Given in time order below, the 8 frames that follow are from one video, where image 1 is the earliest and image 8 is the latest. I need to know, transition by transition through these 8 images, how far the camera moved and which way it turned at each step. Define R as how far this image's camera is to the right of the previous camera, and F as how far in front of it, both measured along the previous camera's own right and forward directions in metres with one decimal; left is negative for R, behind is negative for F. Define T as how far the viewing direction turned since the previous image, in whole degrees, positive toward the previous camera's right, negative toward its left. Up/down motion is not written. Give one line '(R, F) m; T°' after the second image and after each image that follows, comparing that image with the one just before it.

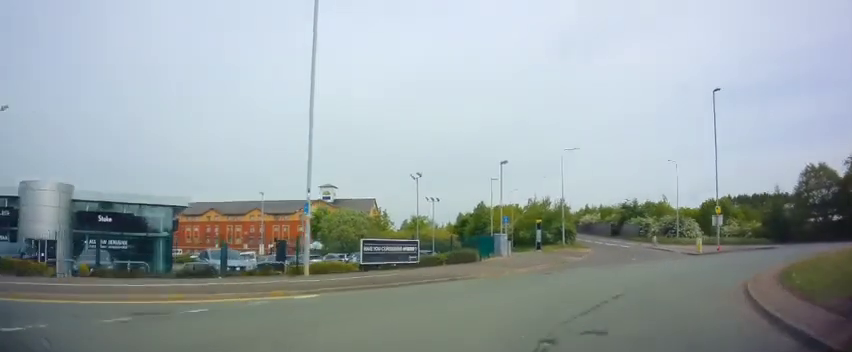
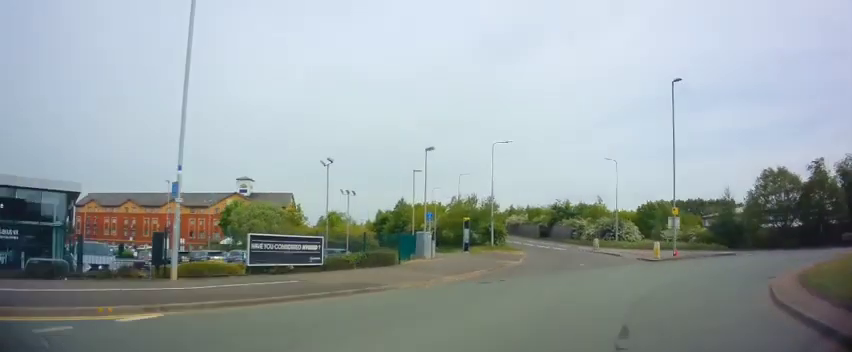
(+0.4, +4.1) m; +9°
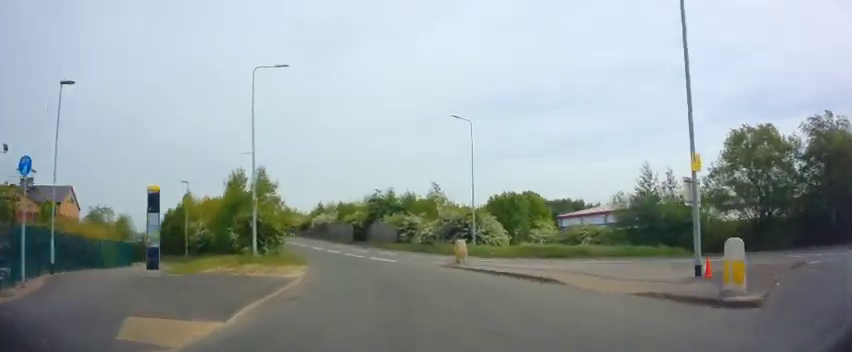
(+6.0, +18.8) m; +23°
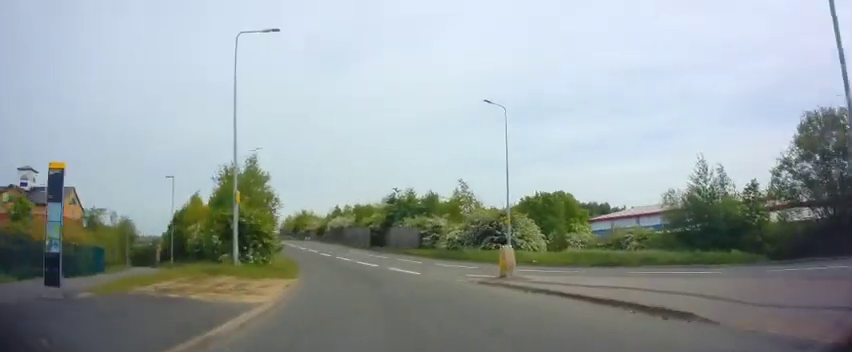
(-0.1, +5.1) m; -1°
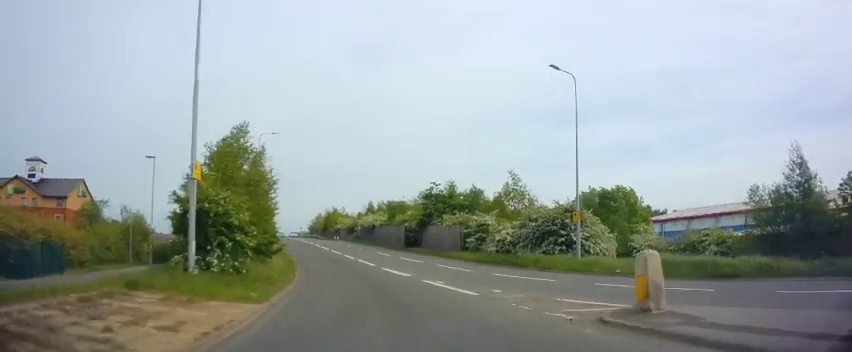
(-0.2, +6.5) m; -3°
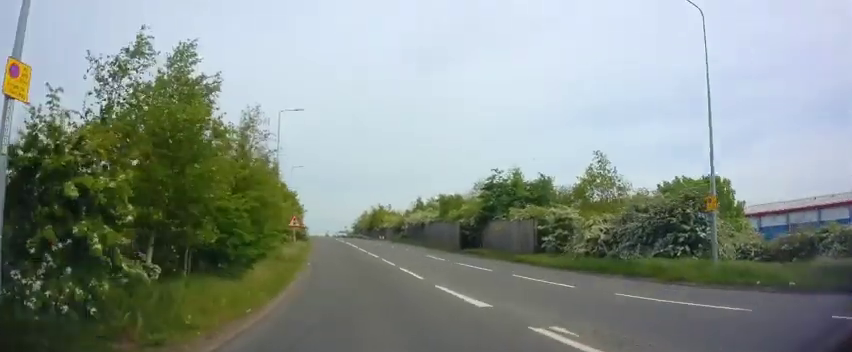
(-0.1, +8.0) m; -5°
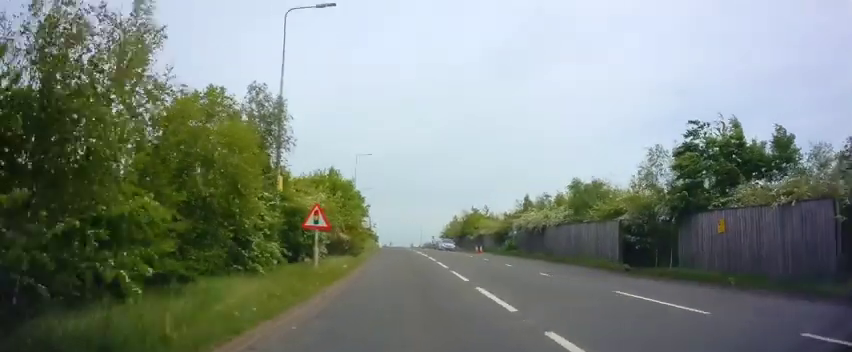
(-2.1, +17.4) m; -11°
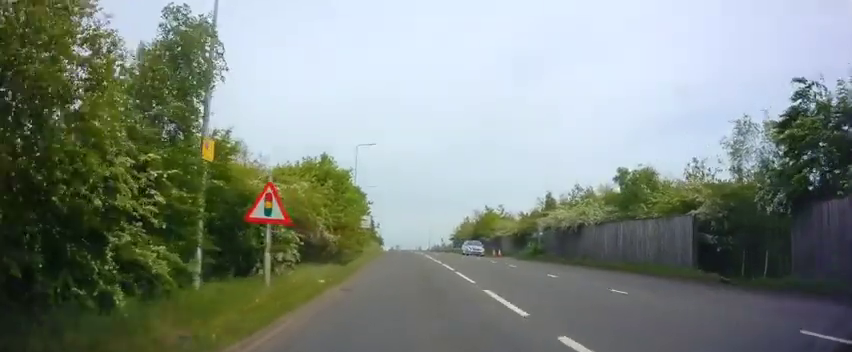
(-0.1, +6.5) m; -2°
